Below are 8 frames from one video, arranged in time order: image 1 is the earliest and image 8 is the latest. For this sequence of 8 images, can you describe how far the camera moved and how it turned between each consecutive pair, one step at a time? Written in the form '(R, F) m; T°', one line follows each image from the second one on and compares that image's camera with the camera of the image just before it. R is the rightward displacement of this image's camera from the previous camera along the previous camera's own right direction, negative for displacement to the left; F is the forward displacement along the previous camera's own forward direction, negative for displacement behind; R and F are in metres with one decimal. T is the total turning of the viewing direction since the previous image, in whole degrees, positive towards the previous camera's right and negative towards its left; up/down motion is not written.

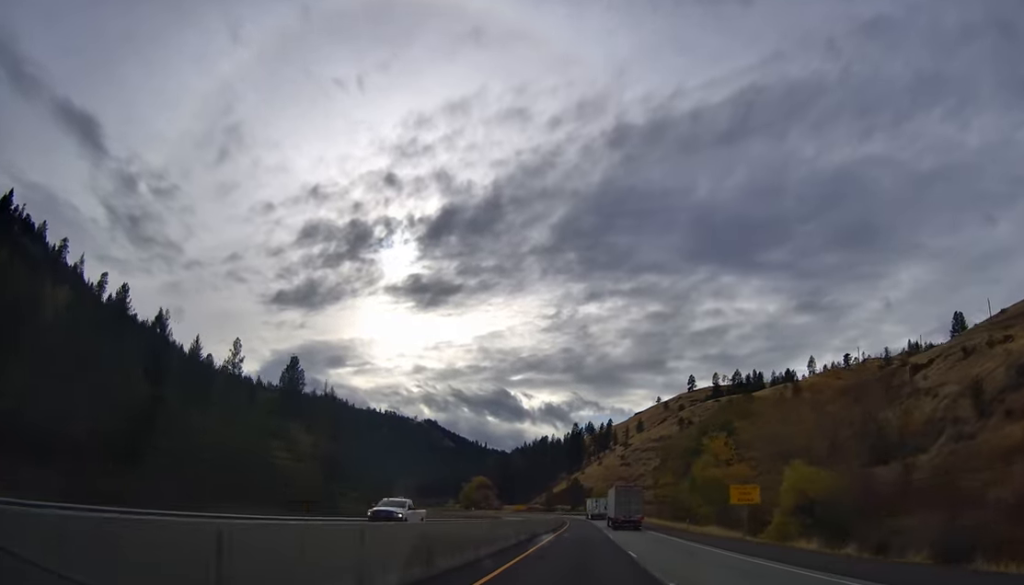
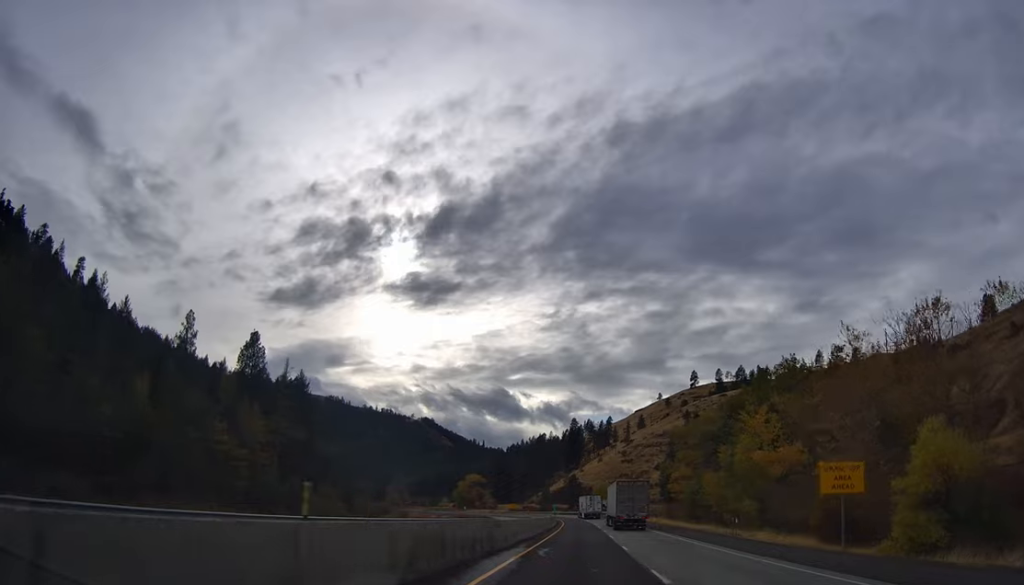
(0.0, +21.2) m; +1°
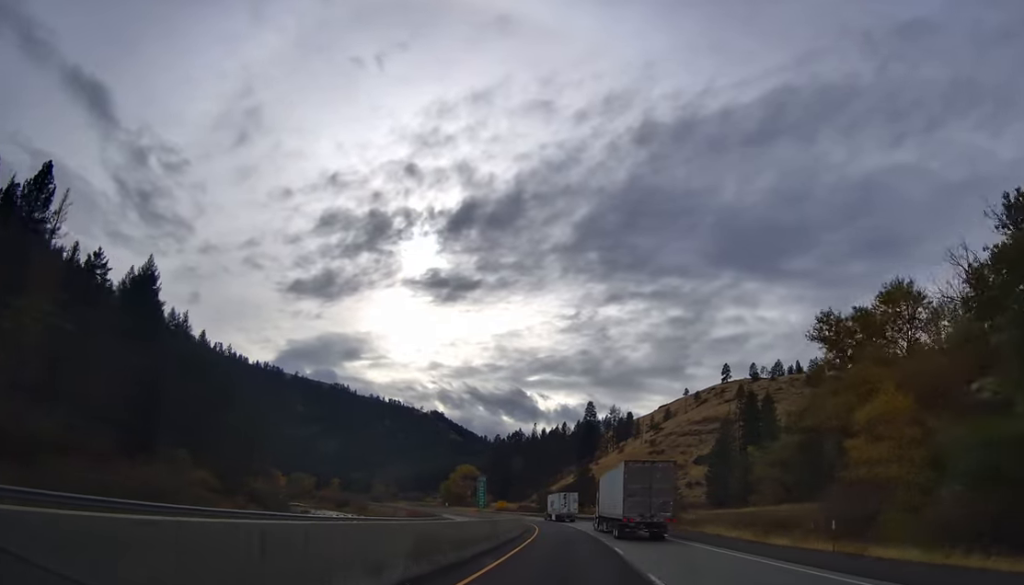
(+1.3, +74.5) m; 0°
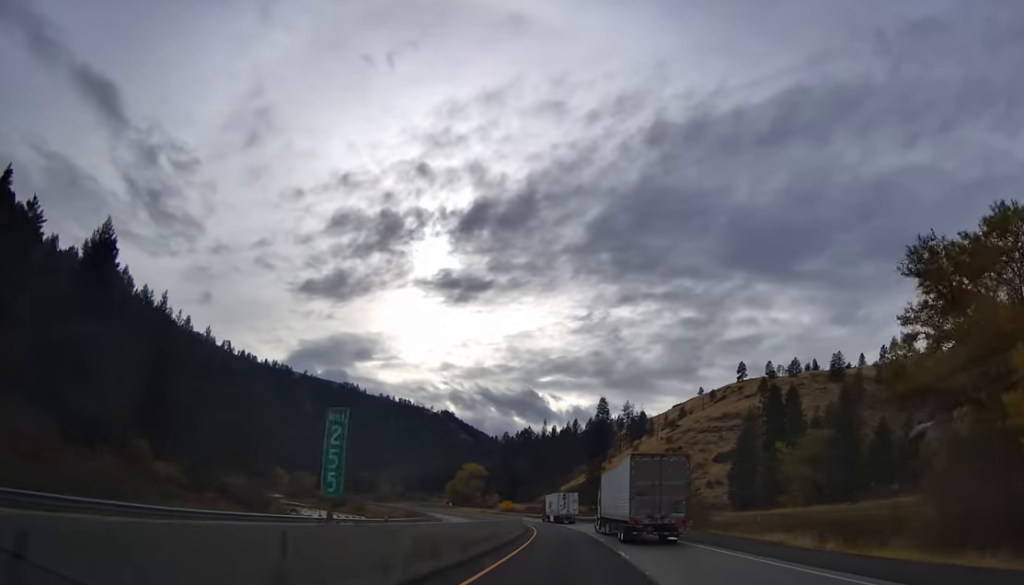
(+0.1, +15.3) m; -1°
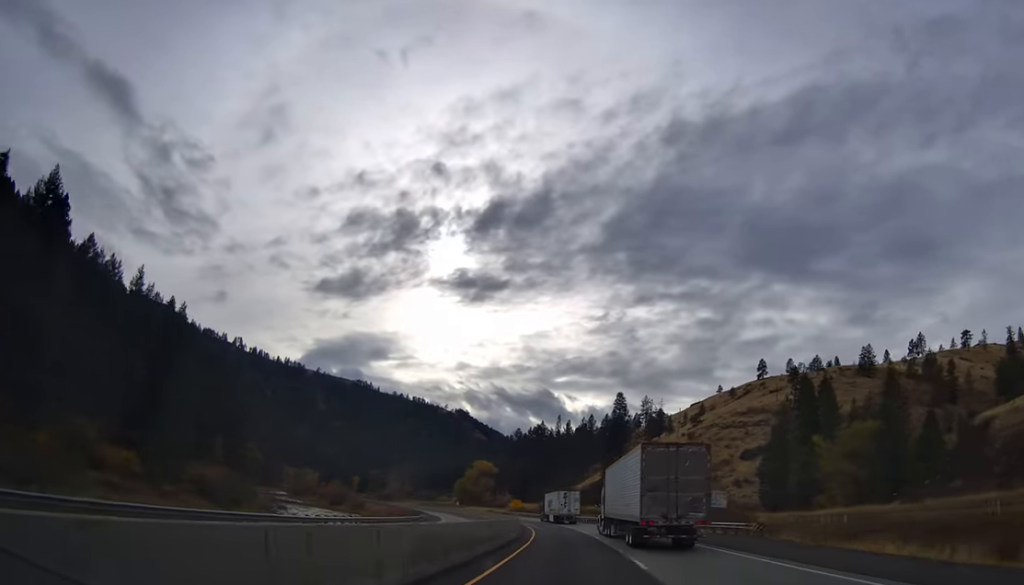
(-0.2, +16.4) m; 0°
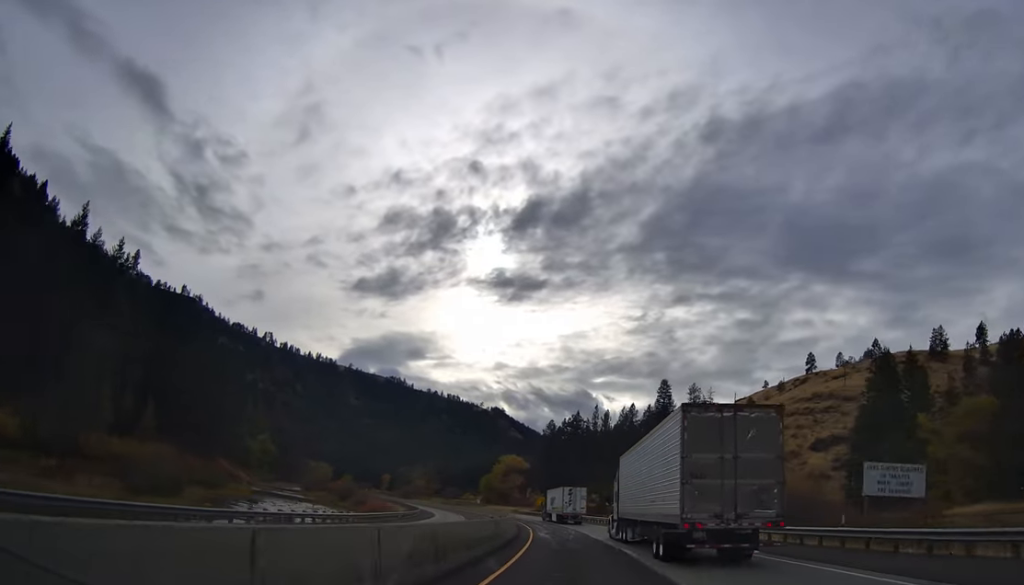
(-0.3, +32.5) m; -1°
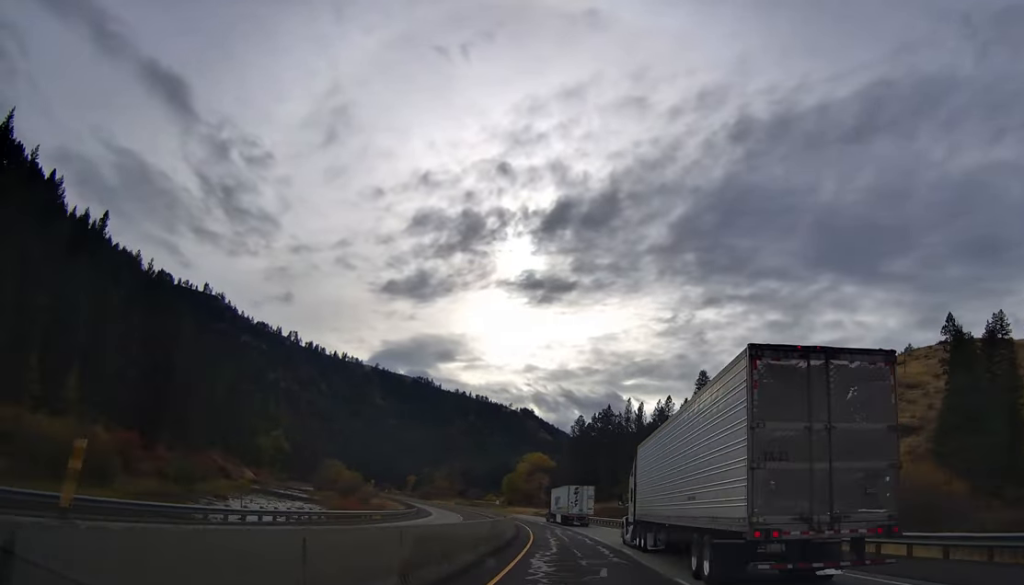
(+0.3, +23.0) m; -1°
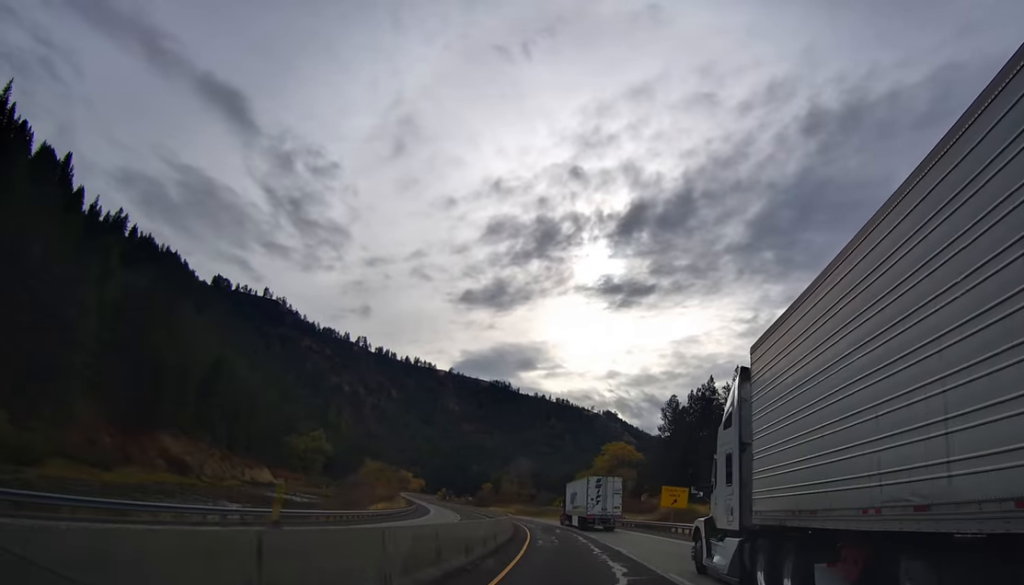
(-4.6, +58.5) m; -9°
